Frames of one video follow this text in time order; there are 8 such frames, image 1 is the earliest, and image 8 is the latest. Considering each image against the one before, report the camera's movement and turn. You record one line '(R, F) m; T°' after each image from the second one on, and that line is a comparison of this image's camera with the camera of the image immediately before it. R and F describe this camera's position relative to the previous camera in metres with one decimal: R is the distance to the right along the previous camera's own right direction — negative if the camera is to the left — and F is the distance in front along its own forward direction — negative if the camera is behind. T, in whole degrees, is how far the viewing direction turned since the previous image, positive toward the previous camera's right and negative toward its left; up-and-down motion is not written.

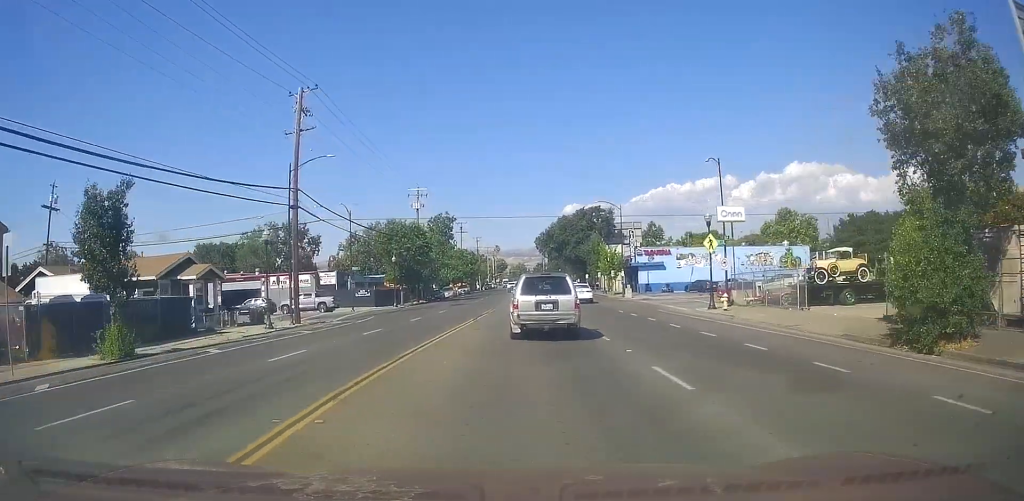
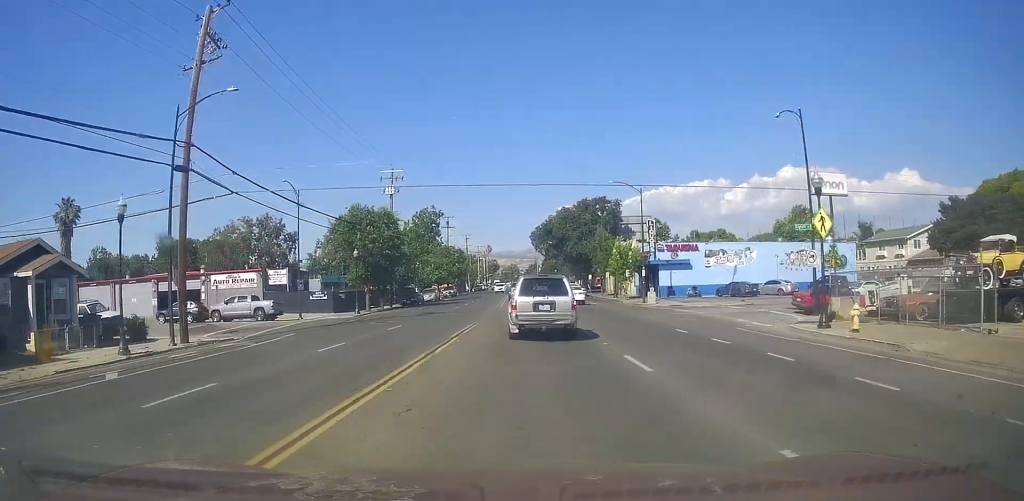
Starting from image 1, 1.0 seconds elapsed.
(+0.4, +12.7) m; -2°
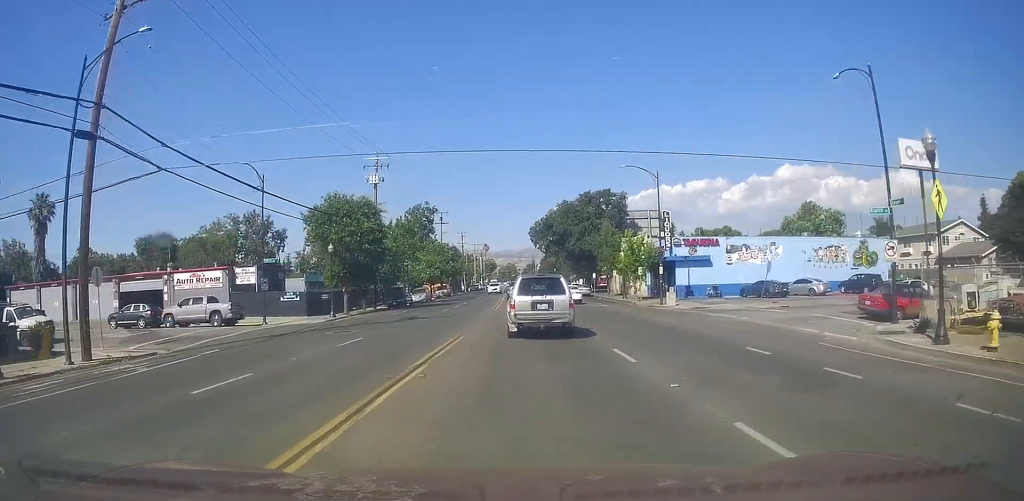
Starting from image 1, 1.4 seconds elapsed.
(-0.4, +6.4) m; 0°
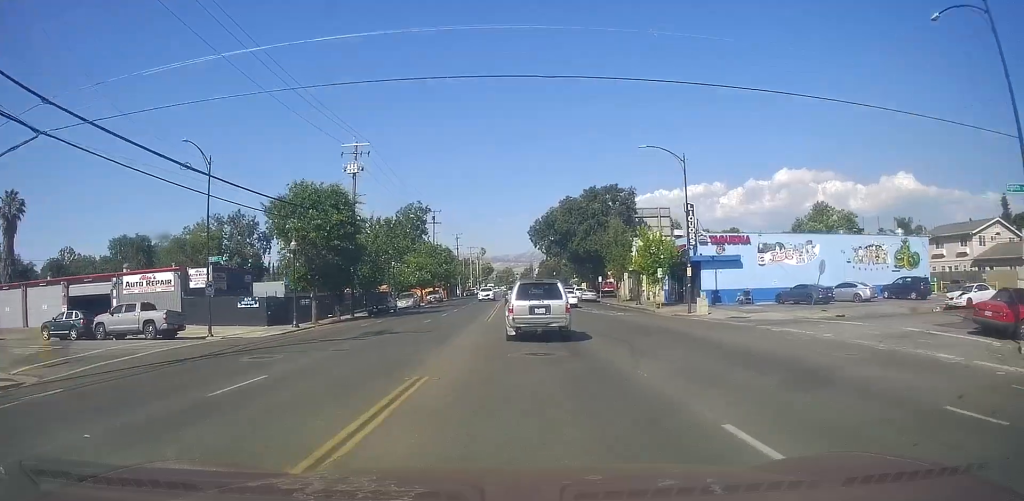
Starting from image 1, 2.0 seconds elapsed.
(-0.4, +7.3) m; 0°
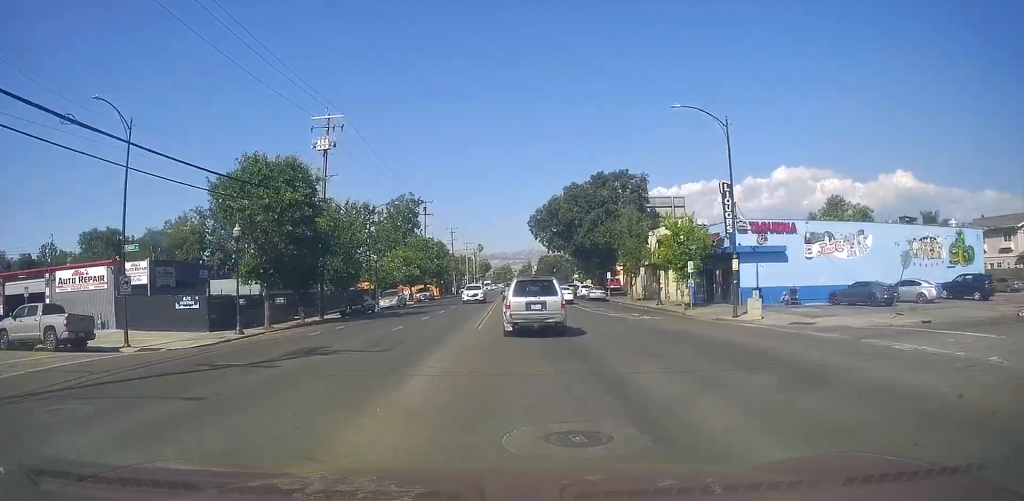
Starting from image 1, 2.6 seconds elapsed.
(+0.5, +7.6) m; +2°
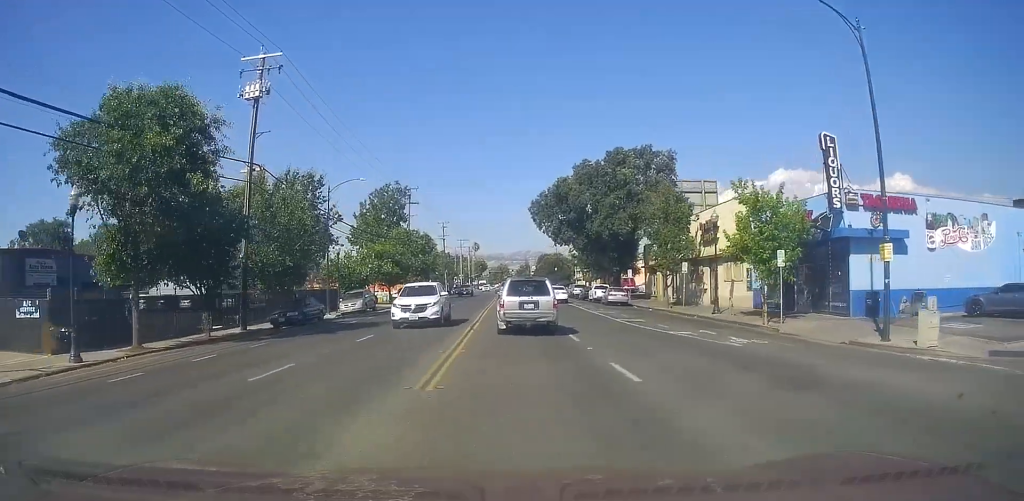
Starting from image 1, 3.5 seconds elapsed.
(+0.3, +12.1) m; +2°
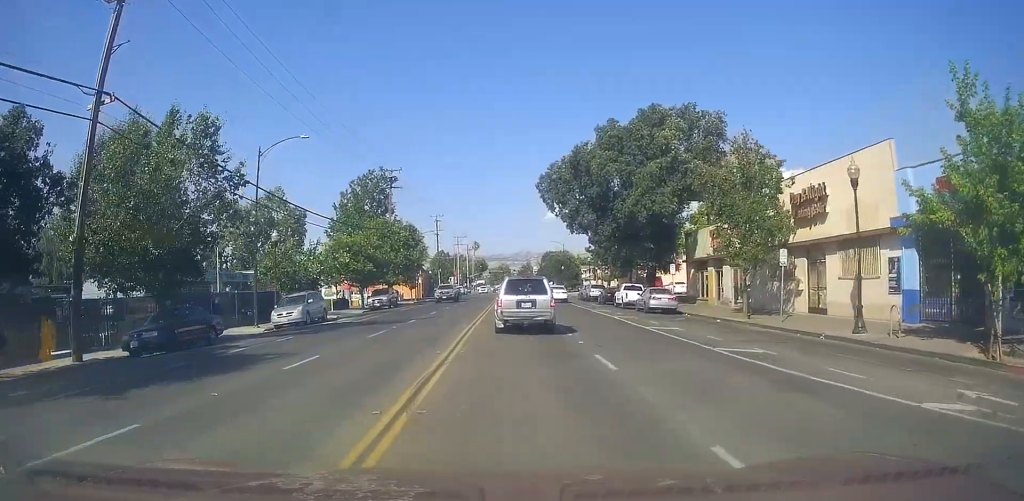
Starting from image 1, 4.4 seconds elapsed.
(0.0, +12.7) m; 0°
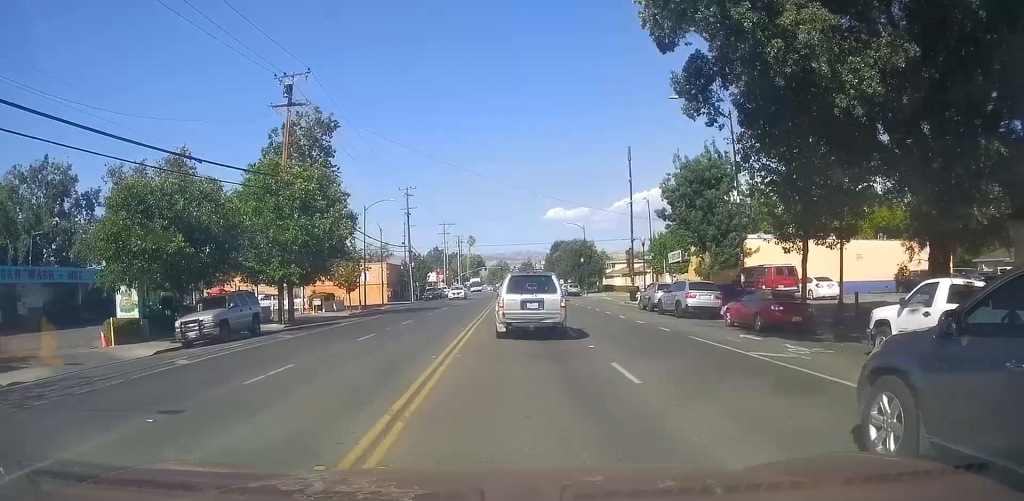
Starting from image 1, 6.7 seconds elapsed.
(0.0, +31.2) m; -1°
